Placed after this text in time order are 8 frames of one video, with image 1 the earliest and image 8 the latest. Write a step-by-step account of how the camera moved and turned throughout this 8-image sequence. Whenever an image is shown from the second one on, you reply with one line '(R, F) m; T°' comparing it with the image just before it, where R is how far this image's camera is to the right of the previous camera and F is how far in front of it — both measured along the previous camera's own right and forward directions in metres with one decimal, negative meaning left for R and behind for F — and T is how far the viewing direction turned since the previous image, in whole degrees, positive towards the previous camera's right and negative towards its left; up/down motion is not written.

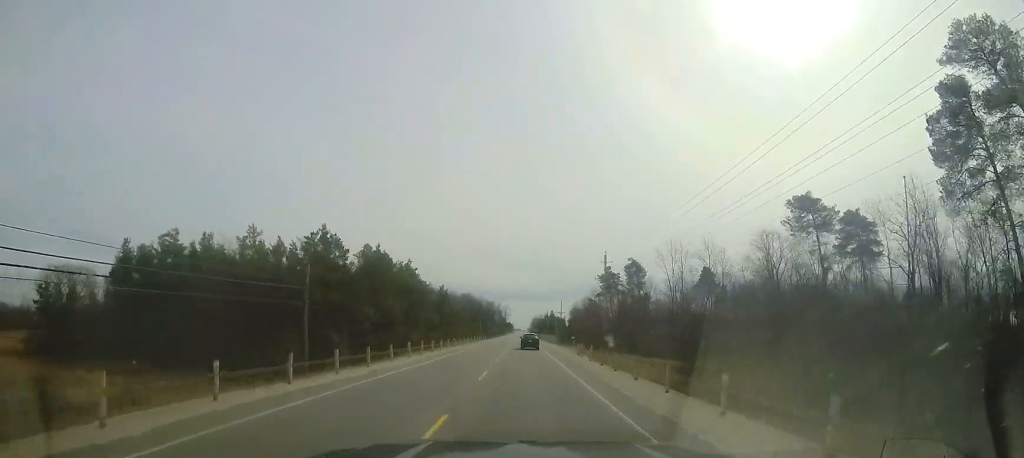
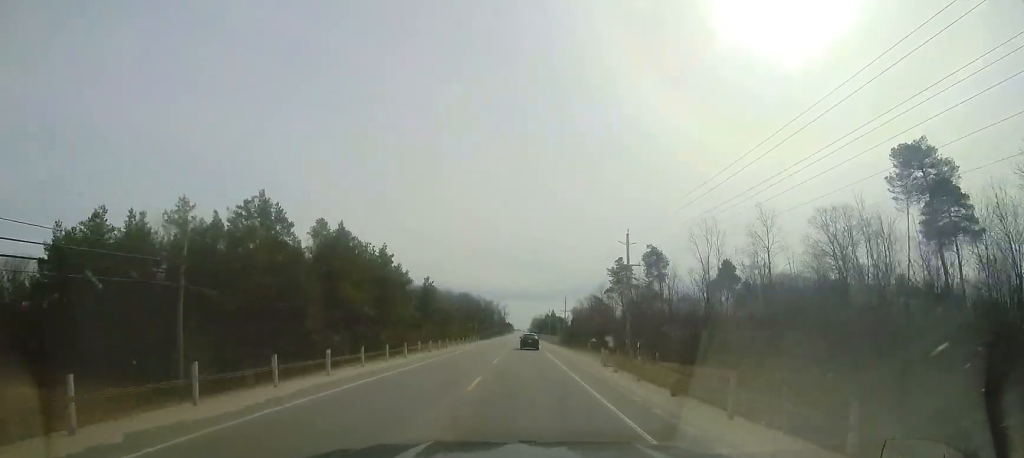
(+0.1, +11.4) m; 0°
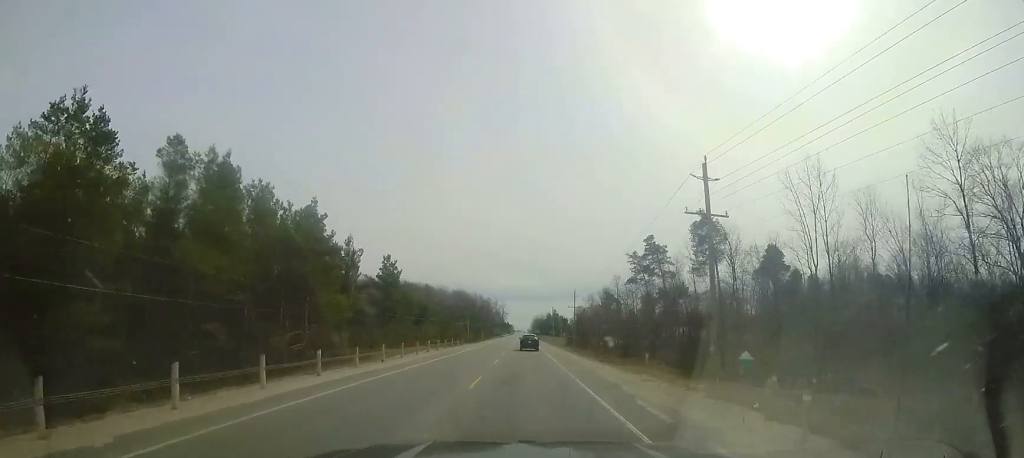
(-0.2, +18.5) m; 0°
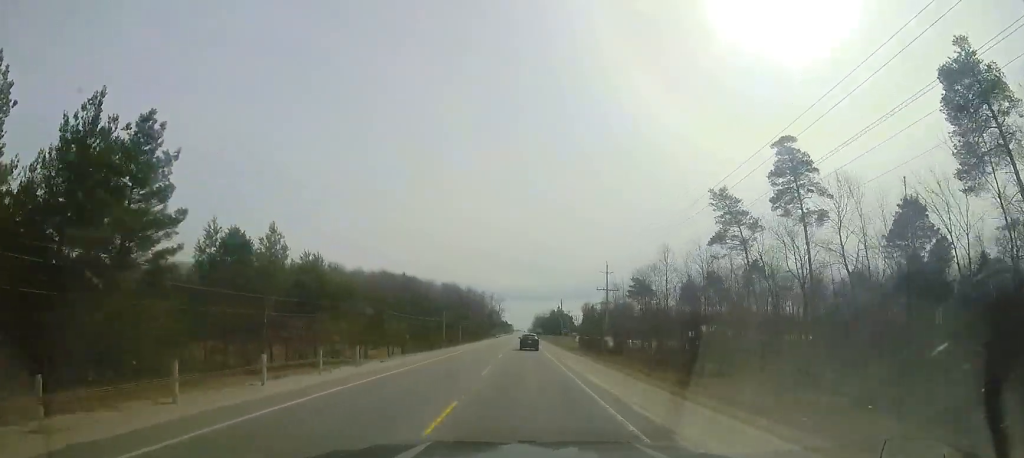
(+0.2, +32.3) m; +1°
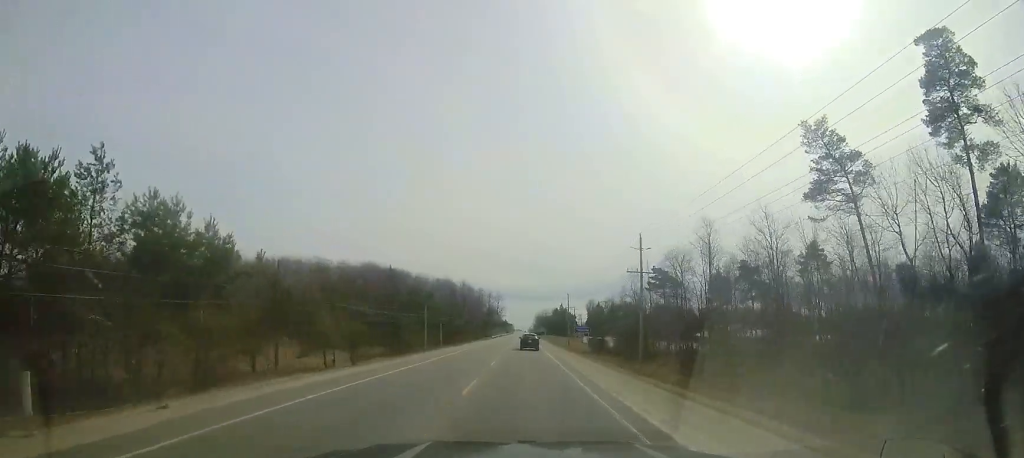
(0.0, +14.6) m; 0°
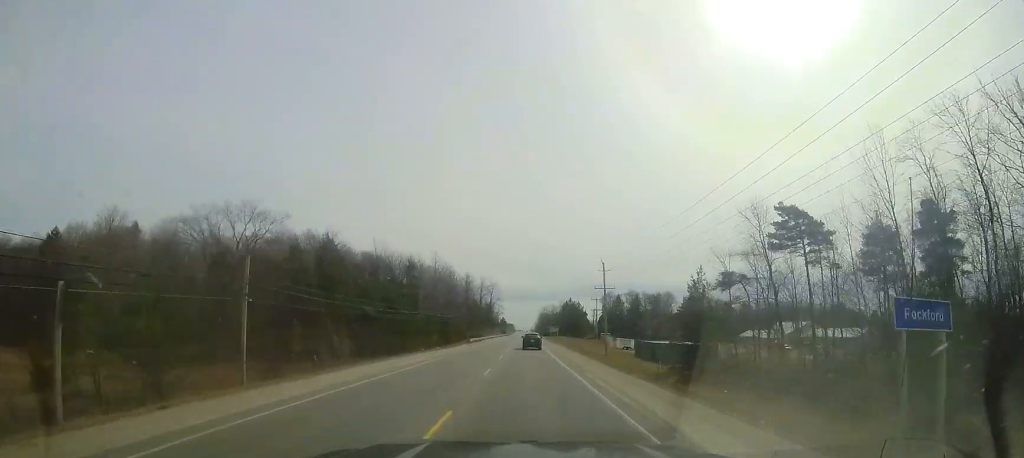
(-0.2, +40.9) m; -1°
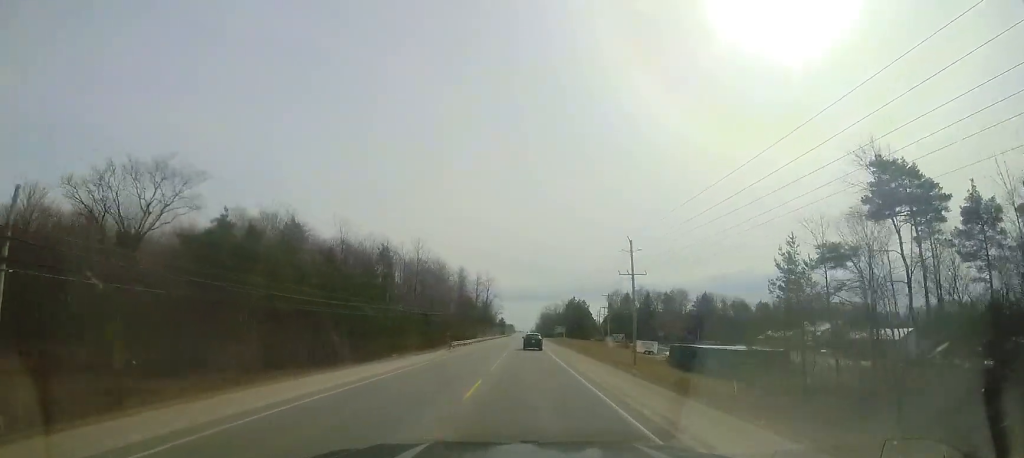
(-0.1, +13.5) m; 0°
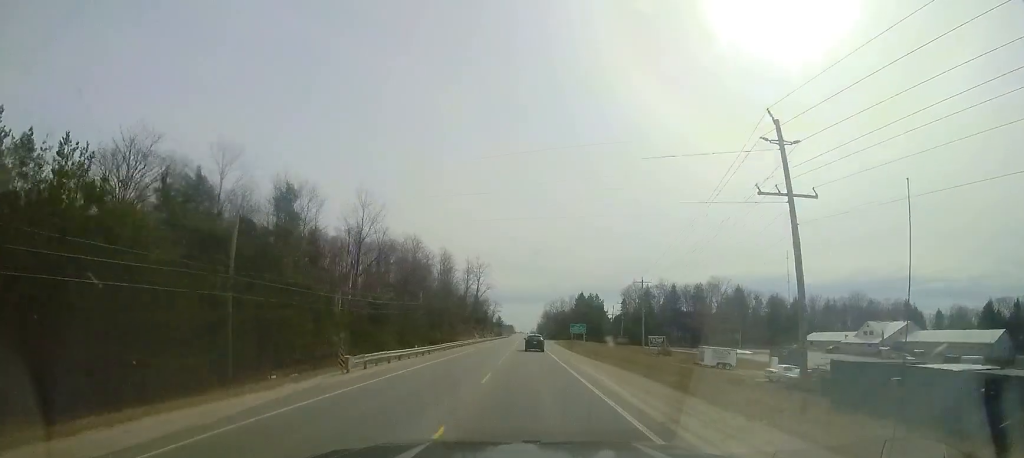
(+0.1, +24.4) m; 0°
